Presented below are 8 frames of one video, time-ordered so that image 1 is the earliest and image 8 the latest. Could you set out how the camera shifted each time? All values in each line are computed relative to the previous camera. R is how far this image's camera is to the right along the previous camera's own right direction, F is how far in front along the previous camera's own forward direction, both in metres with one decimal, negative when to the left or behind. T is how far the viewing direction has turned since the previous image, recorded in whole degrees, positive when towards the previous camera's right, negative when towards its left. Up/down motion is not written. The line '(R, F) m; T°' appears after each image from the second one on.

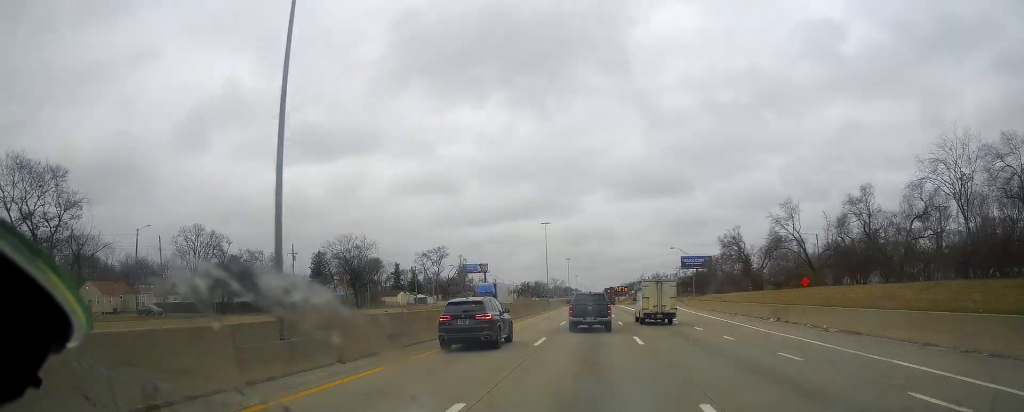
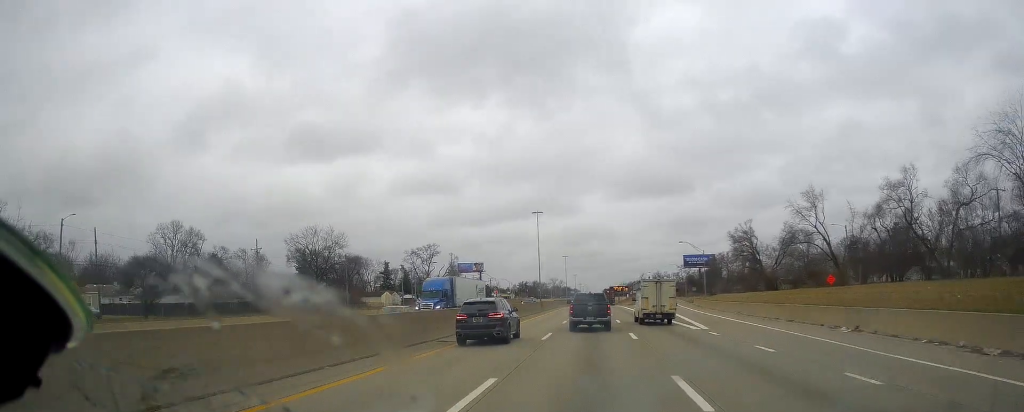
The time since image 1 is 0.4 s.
(-0.2, +12.1) m; -1°
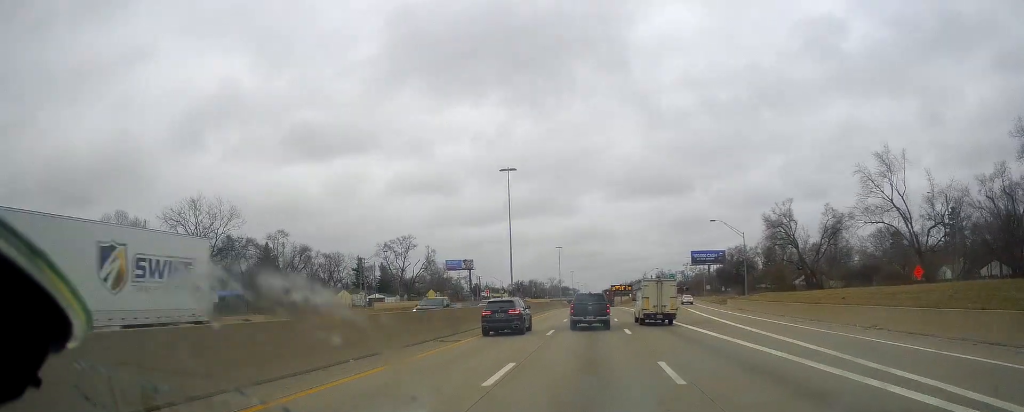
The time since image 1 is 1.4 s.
(0.0, +27.6) m; +2°
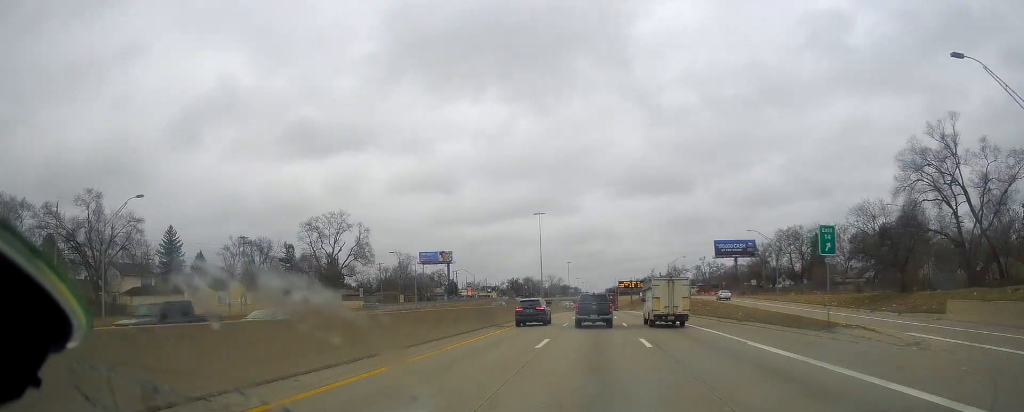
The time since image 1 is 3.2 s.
(+0.8, +53.0) m; 0°
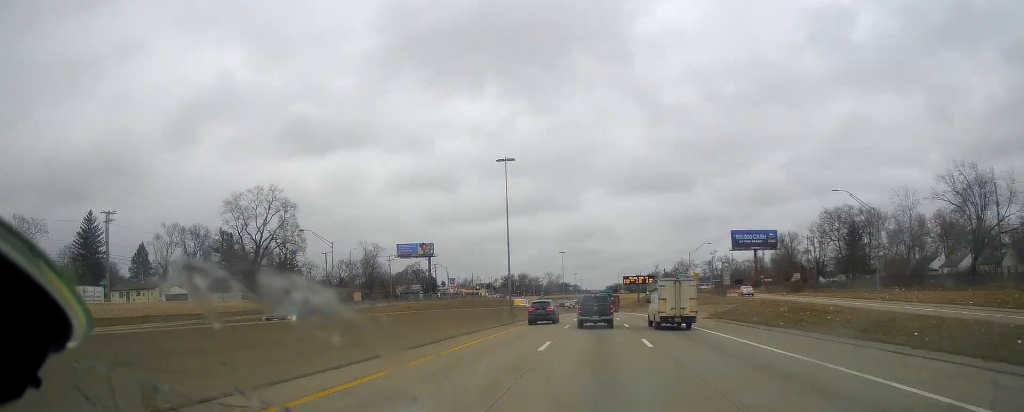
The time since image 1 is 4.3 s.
(-0.5, +31.0) m; -1°
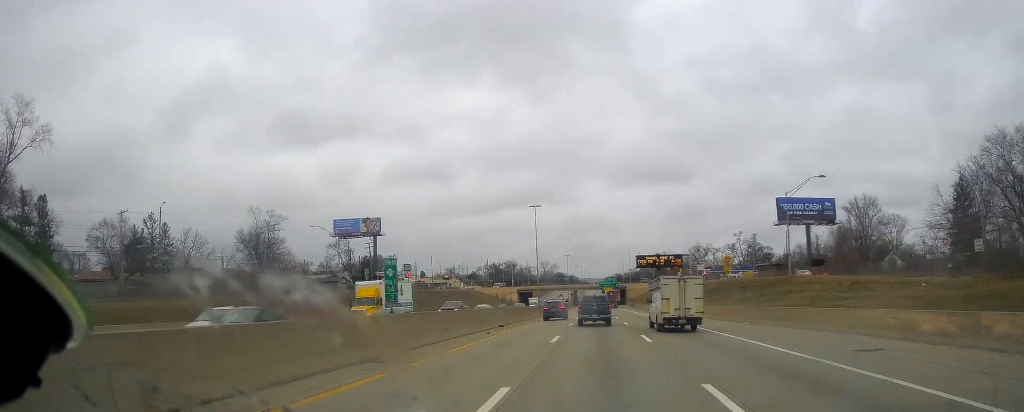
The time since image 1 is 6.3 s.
(+0.5, +58.0) m; +2°
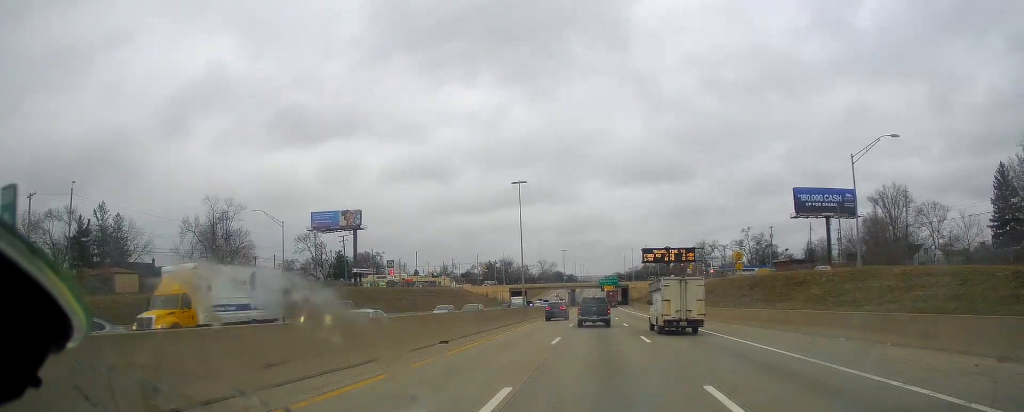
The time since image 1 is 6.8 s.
(+0.1, +15.1) m; 0°
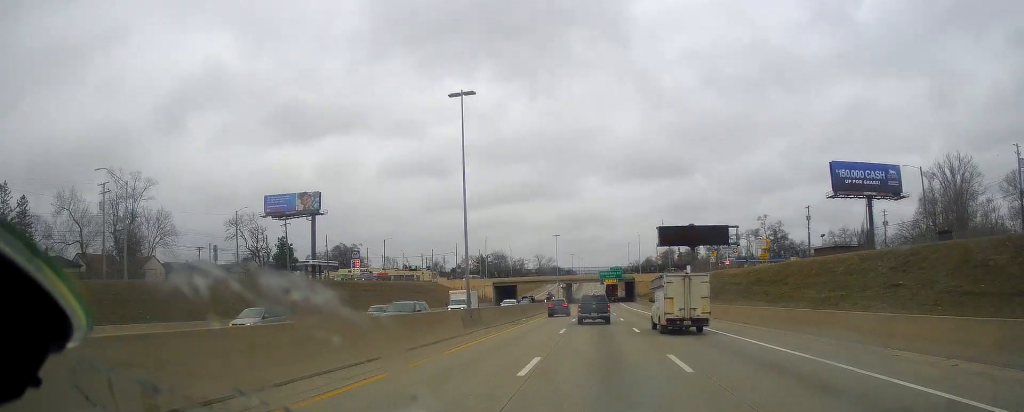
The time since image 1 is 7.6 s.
(+0.2, +25.4) m; -1°
